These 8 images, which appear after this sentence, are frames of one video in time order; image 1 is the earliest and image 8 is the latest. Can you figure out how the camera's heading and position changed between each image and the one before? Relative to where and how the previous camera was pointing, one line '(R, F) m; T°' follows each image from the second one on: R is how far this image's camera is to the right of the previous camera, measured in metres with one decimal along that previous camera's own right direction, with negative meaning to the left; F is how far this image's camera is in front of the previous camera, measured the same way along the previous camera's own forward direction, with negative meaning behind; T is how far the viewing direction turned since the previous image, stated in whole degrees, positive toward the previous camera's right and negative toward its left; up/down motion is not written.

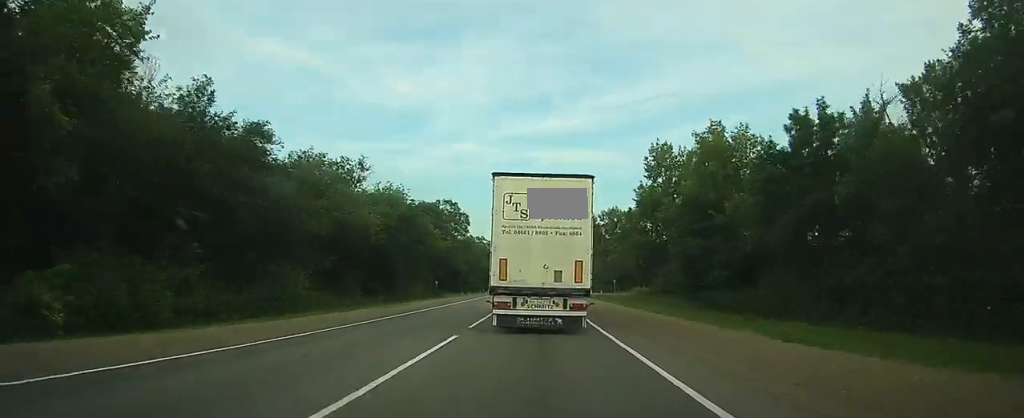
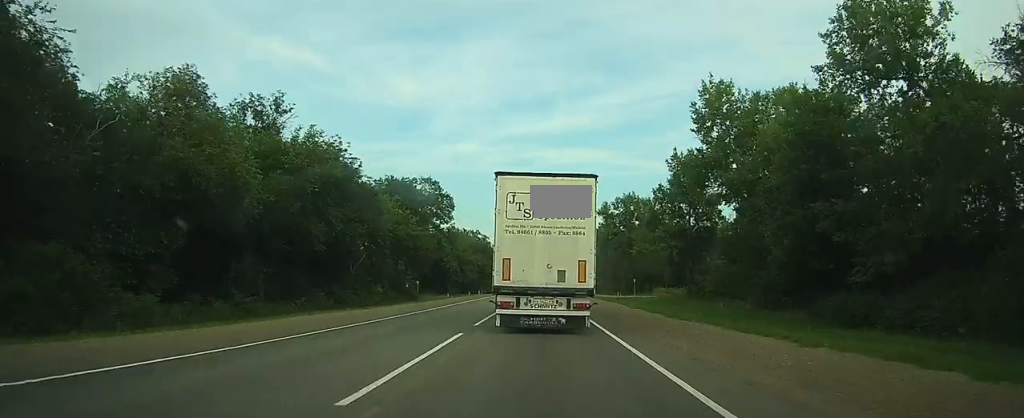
(-0.1, +23.4) m; 0°
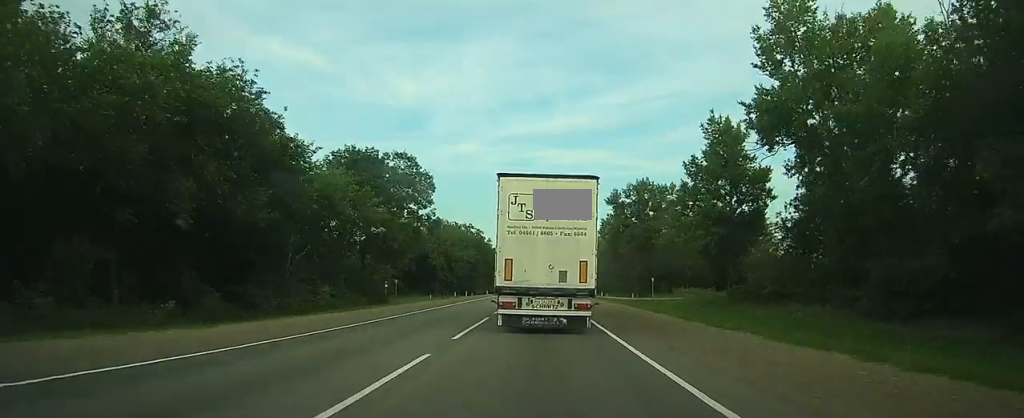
(0.0, +16.7) m; 0°
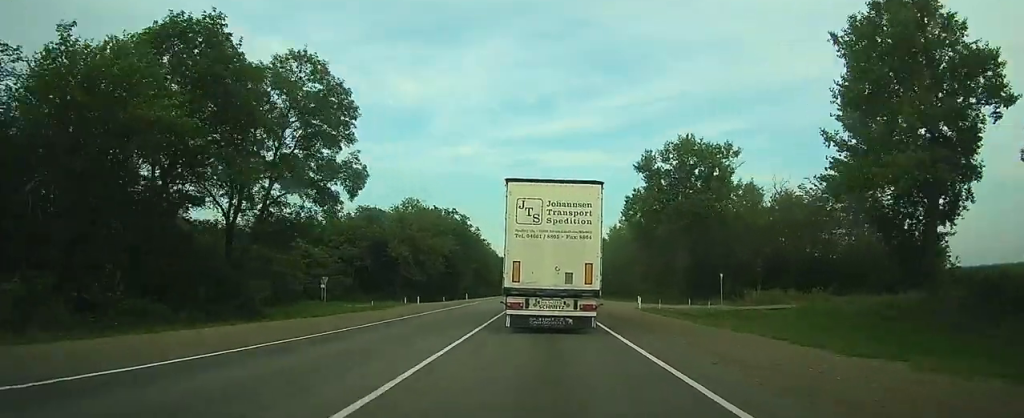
(0.0, +32.2) m; 0°
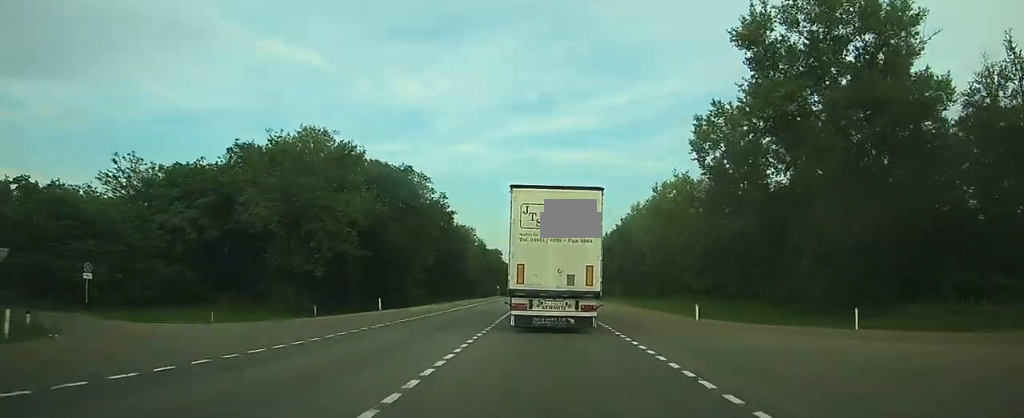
(-0.1, +41.3) m; 0°
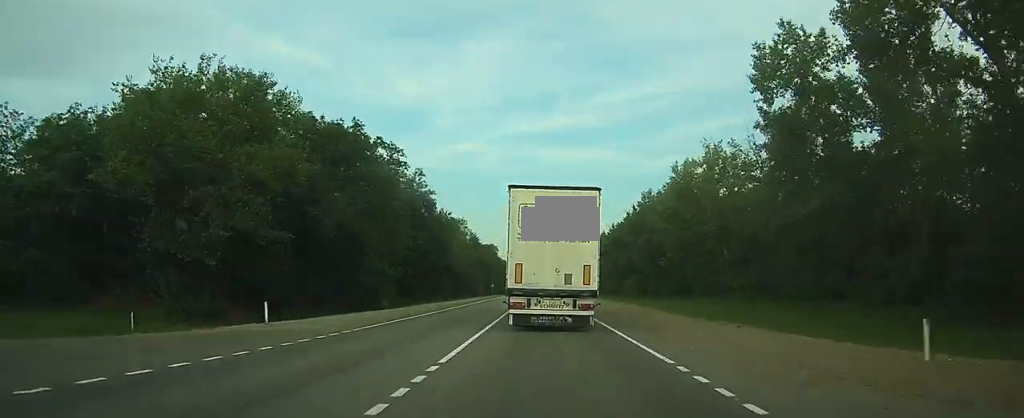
(0.0, +14.8) m; 0°
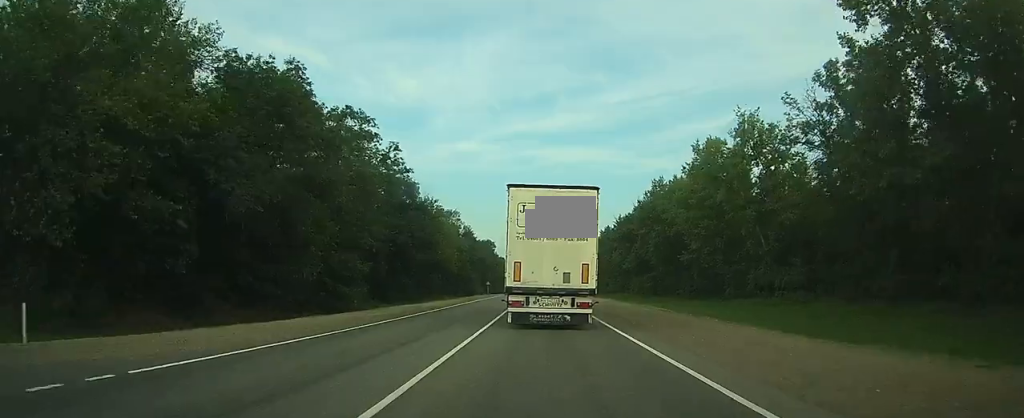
(0.0, +10.9) m; 0°
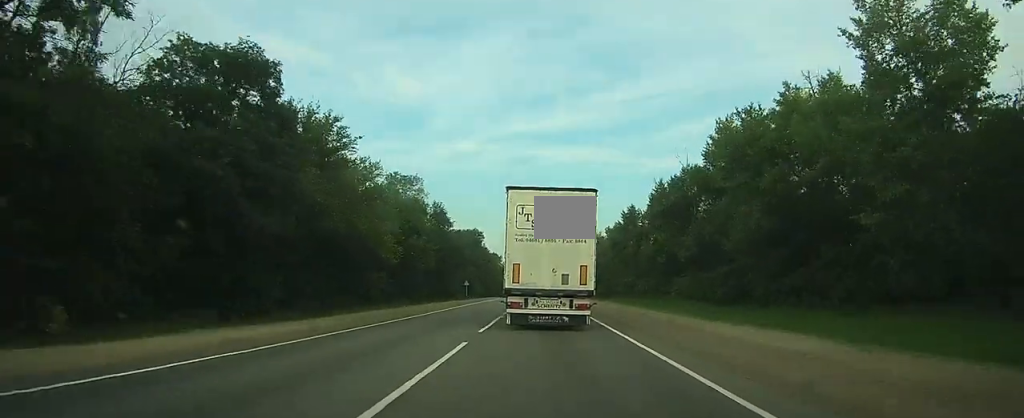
(-0.1, +37.6) m; 0°
